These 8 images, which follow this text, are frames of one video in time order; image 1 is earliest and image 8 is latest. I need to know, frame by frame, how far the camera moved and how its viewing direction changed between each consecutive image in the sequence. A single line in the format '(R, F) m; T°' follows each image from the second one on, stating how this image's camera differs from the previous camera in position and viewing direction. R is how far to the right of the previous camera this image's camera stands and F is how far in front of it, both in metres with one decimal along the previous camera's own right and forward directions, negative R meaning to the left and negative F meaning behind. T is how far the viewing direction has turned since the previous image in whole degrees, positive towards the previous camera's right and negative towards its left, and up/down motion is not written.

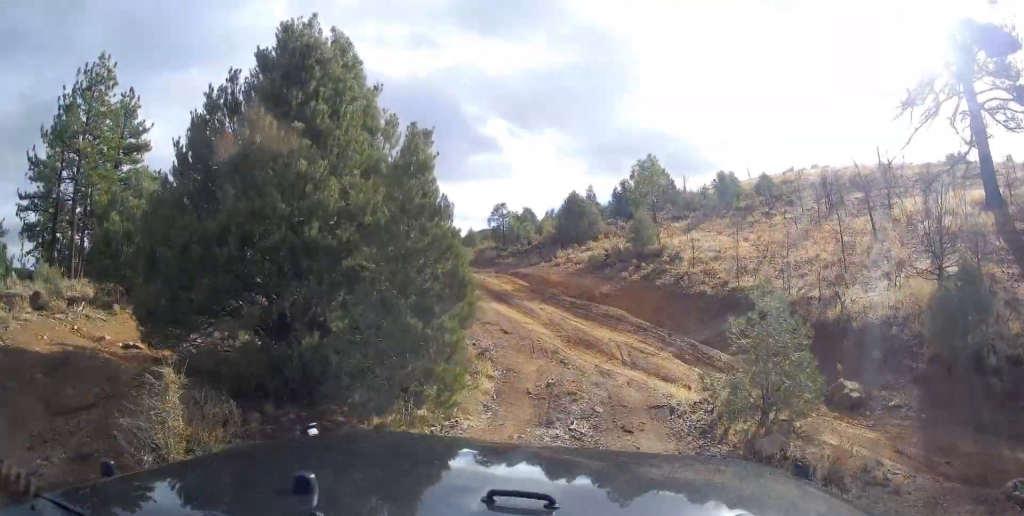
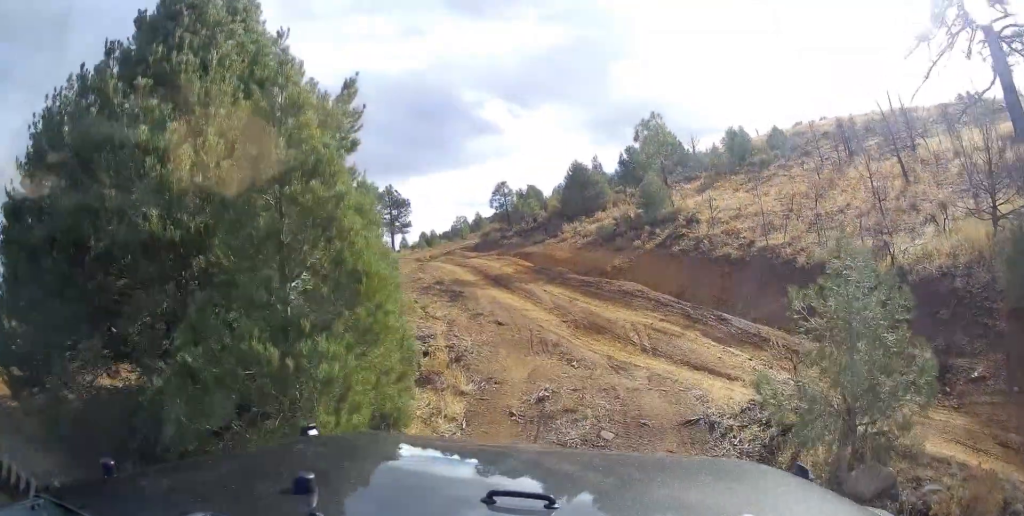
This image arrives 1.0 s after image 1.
(-0.2, +3.9) m; +16°
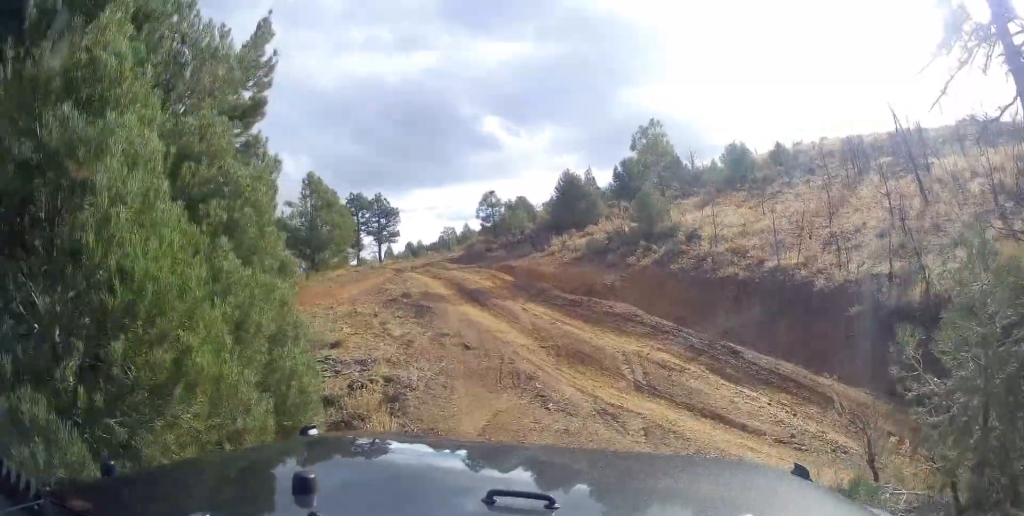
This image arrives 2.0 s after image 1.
(+1.1, +2.5) m; +18°
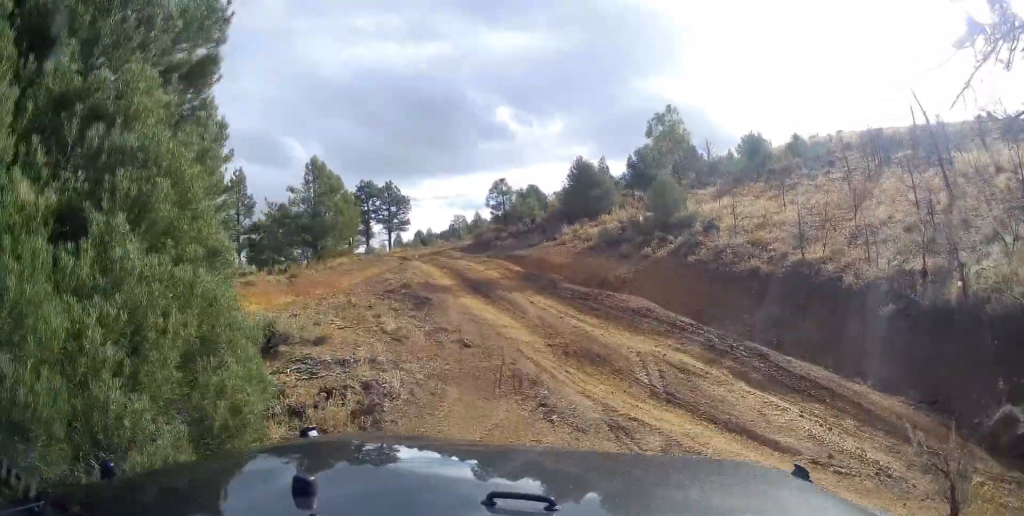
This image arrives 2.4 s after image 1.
(0.0, +1.2) m; -1°
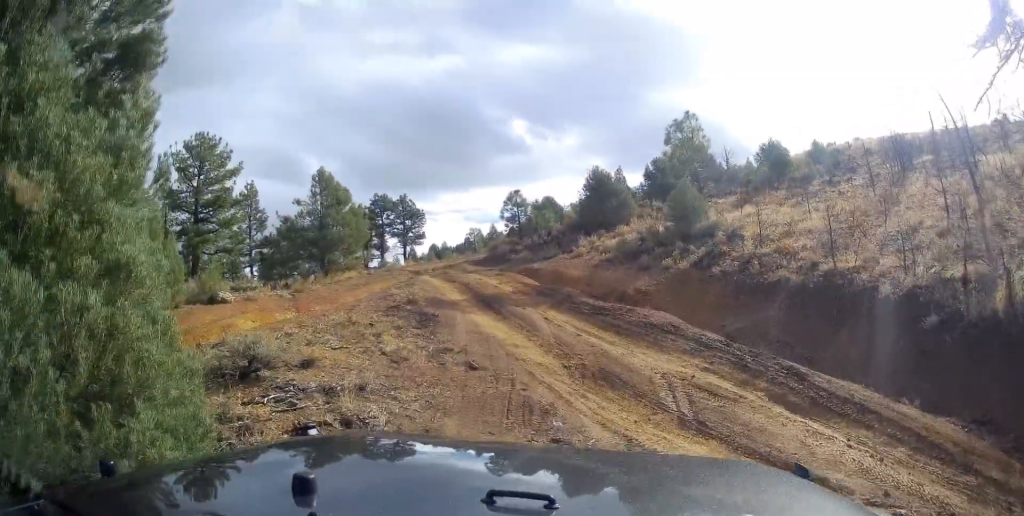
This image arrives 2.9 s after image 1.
(-0.2, +1.2) m; -8°
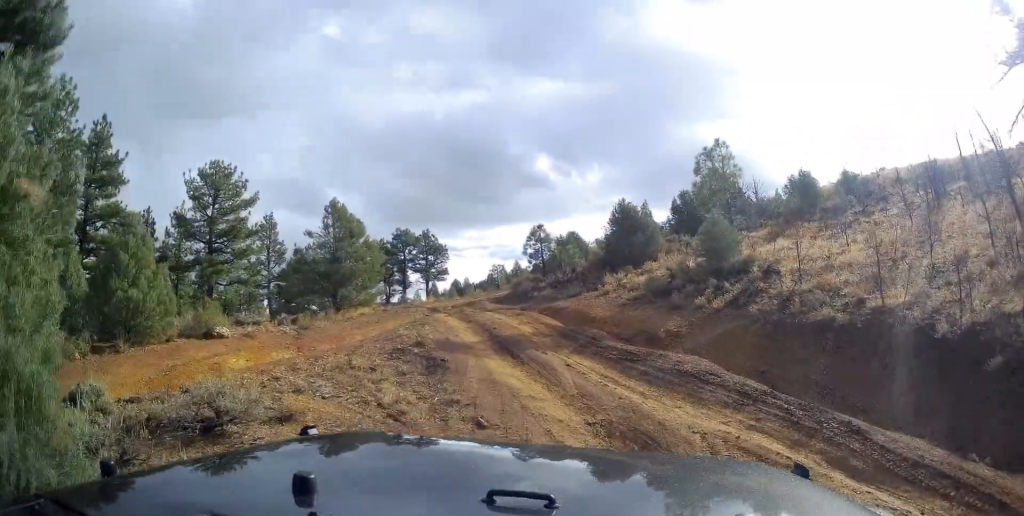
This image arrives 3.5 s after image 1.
(-0.2, +1.9) m; -6°
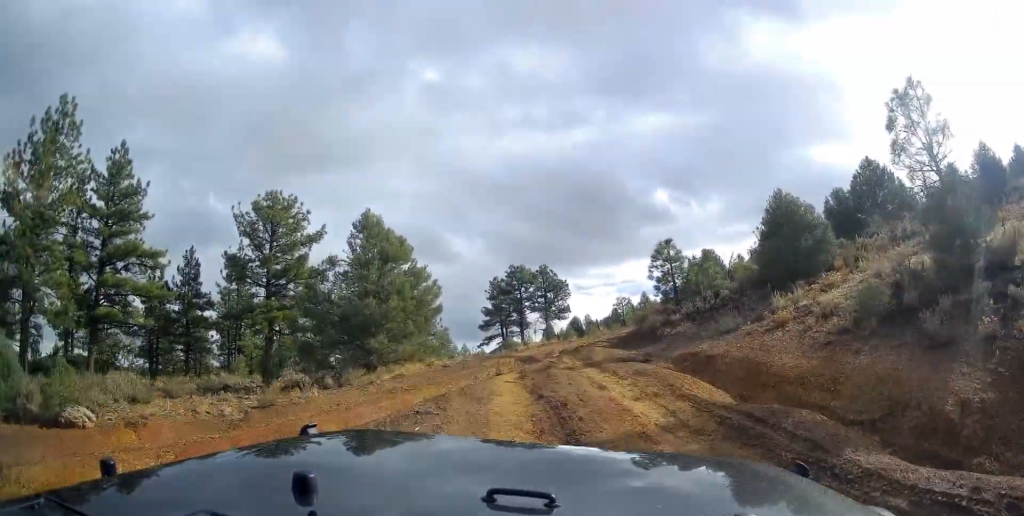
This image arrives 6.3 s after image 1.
(-1.0, +9.1) m; -17°
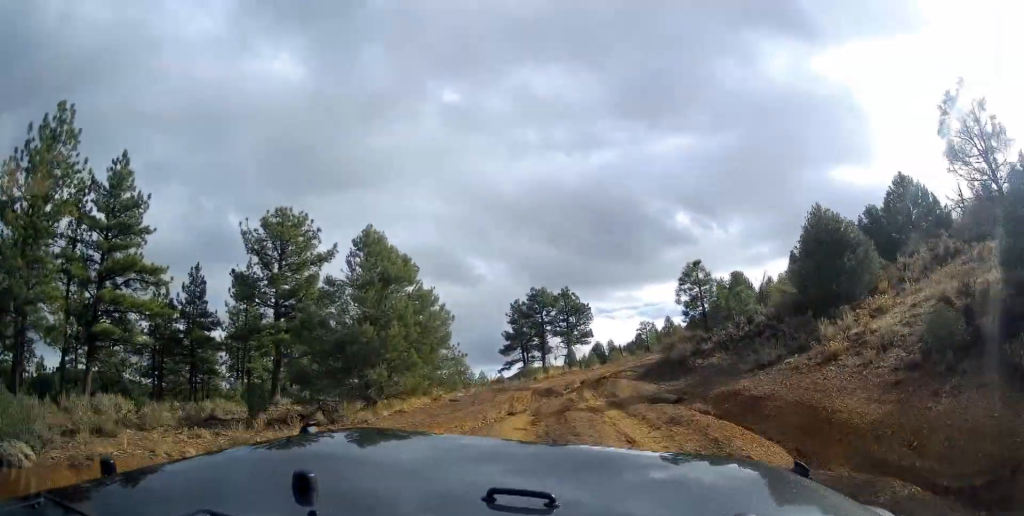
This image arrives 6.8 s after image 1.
(-0.3, +1.8) m; +1°
